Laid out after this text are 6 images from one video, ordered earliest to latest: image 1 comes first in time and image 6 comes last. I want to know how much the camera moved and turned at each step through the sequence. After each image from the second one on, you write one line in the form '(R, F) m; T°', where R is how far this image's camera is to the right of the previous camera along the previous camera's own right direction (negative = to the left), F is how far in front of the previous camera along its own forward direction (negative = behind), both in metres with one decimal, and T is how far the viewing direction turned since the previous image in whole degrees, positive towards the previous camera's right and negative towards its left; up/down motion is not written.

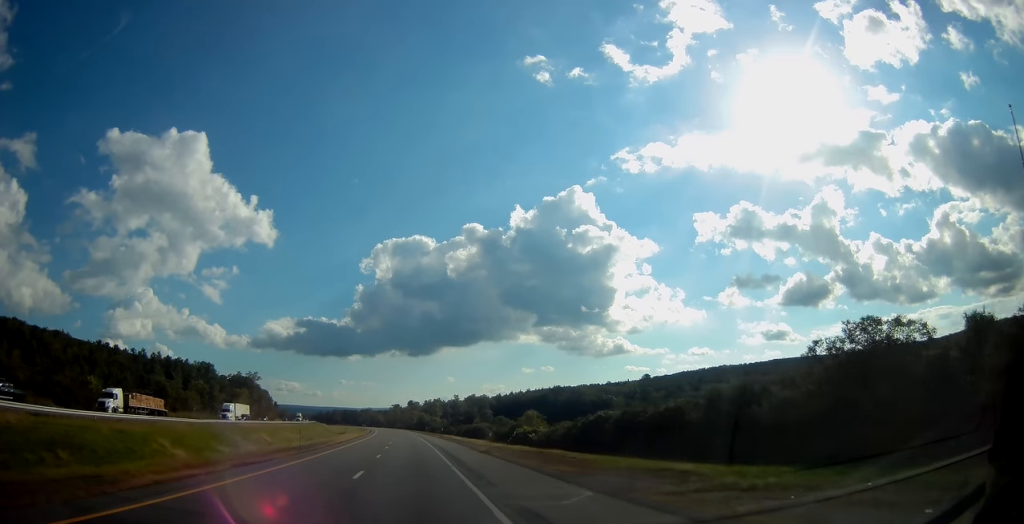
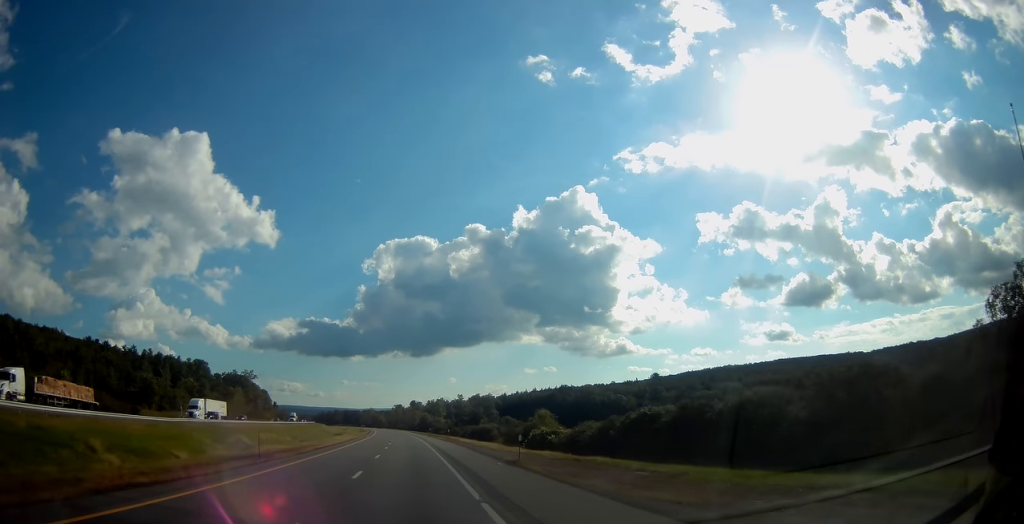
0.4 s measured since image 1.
(0.0, +11.8) m; 0°
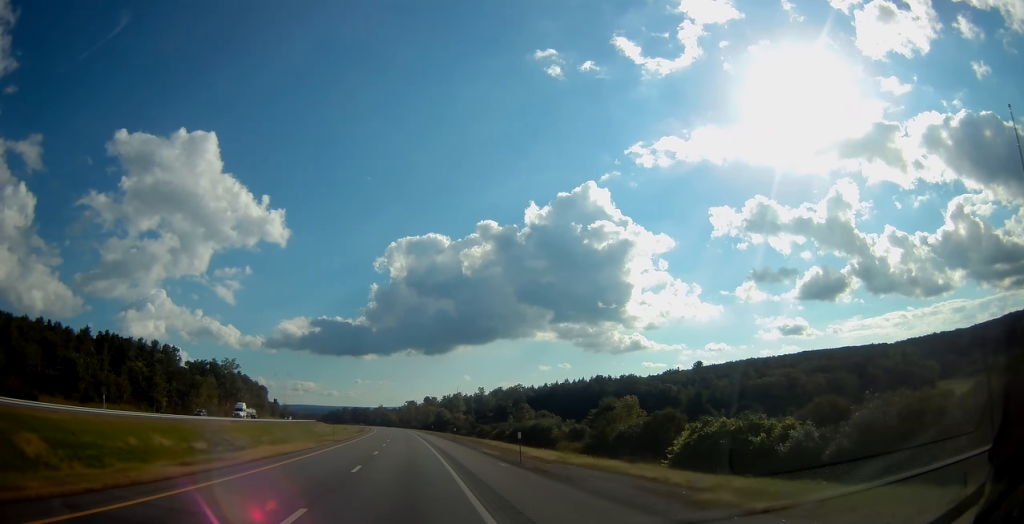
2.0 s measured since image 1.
(-0.4, +47.9) m; -1°
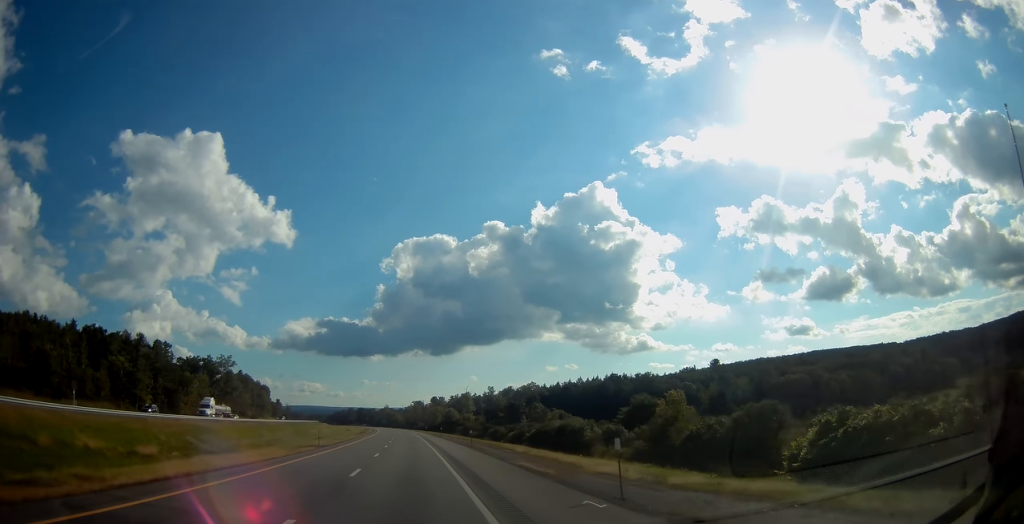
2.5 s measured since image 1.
(0.0, +13.6) m; 0°
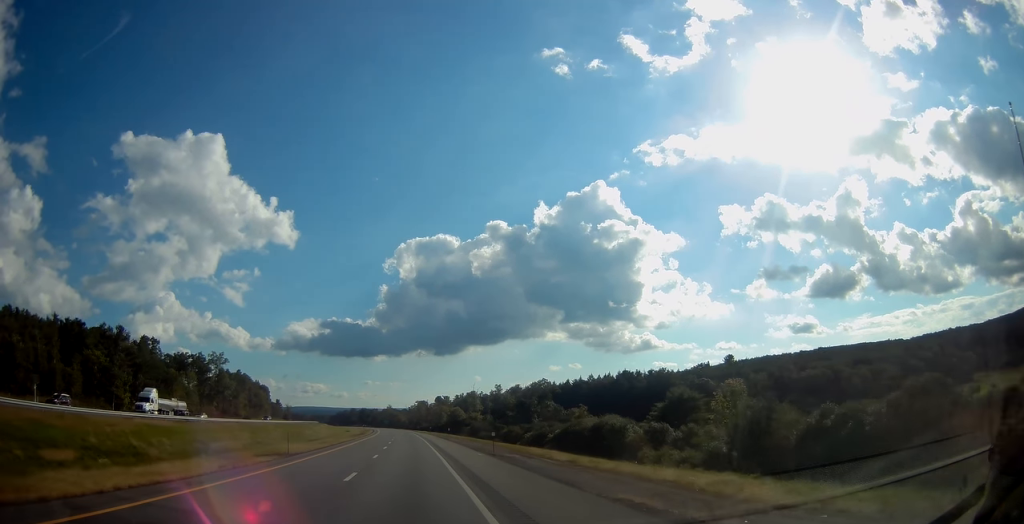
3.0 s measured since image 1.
(-0.1, +13.6) m; -1°
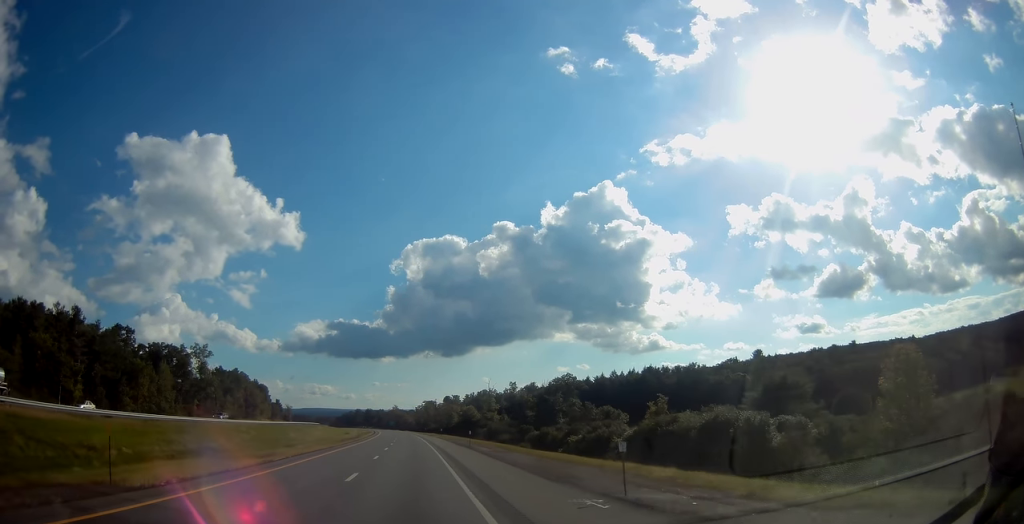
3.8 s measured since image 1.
(-0.1, +24.3) m; -1°
